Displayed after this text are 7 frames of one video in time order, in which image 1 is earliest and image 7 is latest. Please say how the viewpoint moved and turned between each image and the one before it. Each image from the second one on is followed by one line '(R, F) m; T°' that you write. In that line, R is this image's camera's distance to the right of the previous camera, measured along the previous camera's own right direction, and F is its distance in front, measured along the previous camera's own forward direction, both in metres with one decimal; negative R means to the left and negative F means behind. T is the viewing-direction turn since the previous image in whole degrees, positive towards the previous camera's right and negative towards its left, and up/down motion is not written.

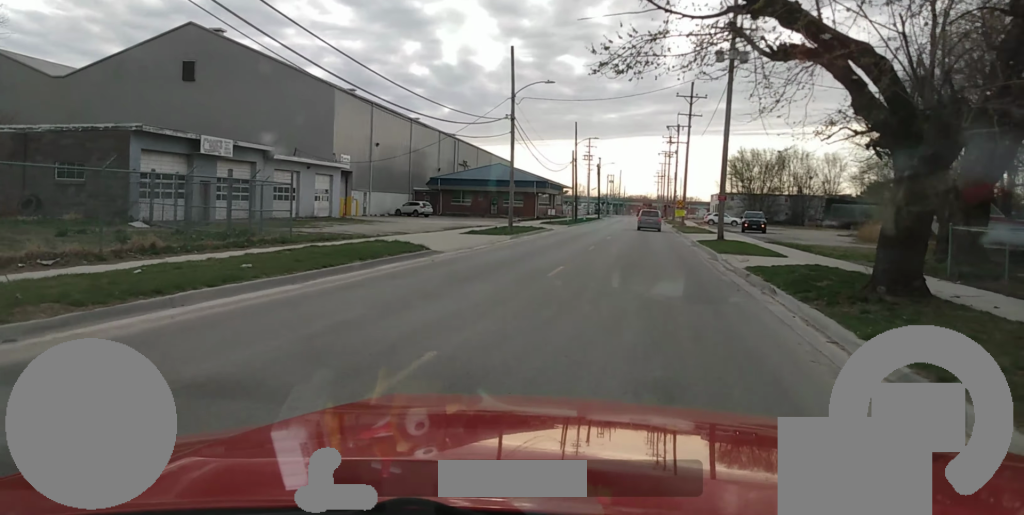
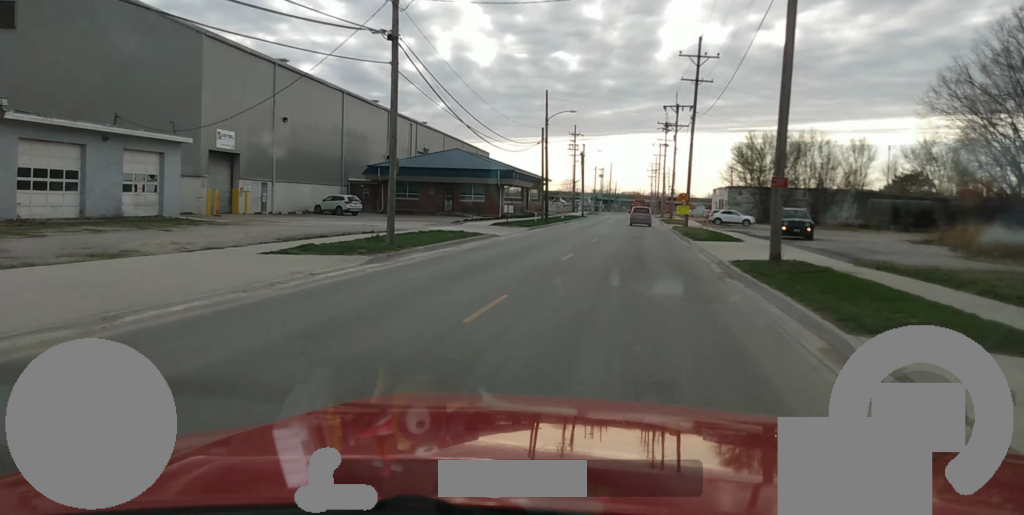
(-0.1, +19.0) m; -1°
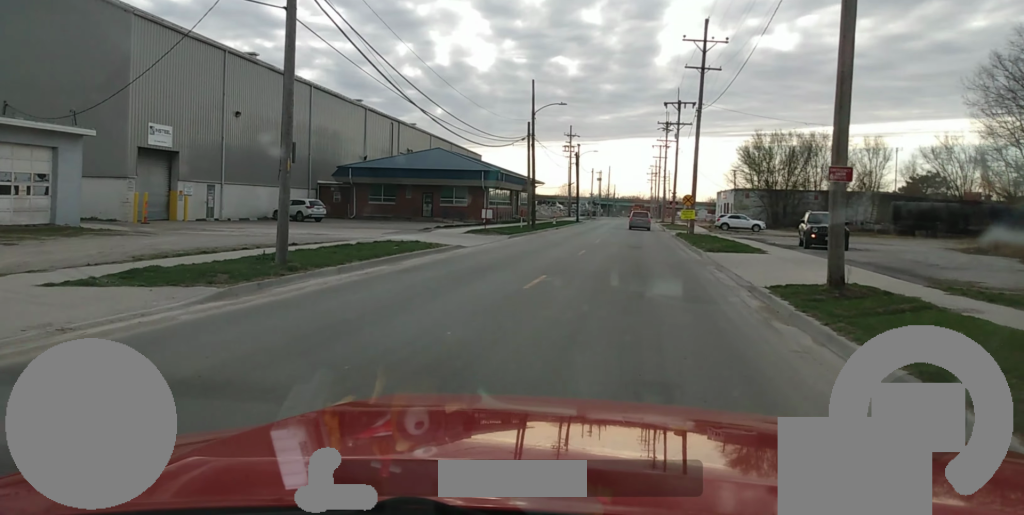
(0.0, +6.8) m; 0°
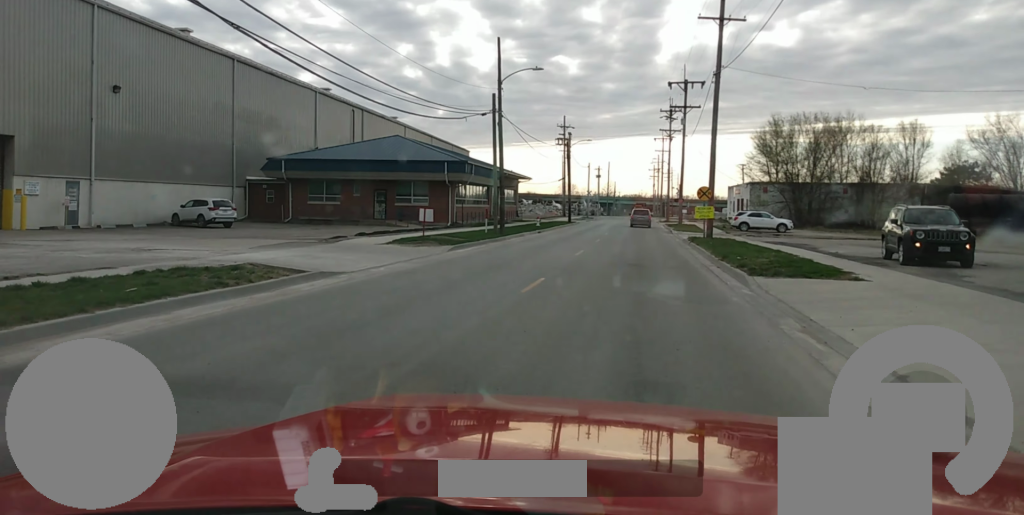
(0.0, +12.6) m; 0°
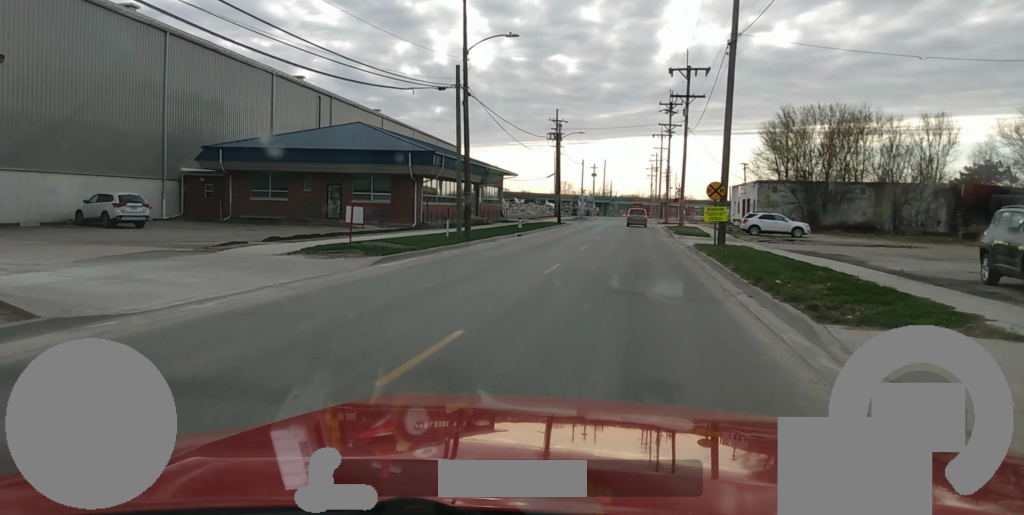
(0.0, +7.9) m; 0°
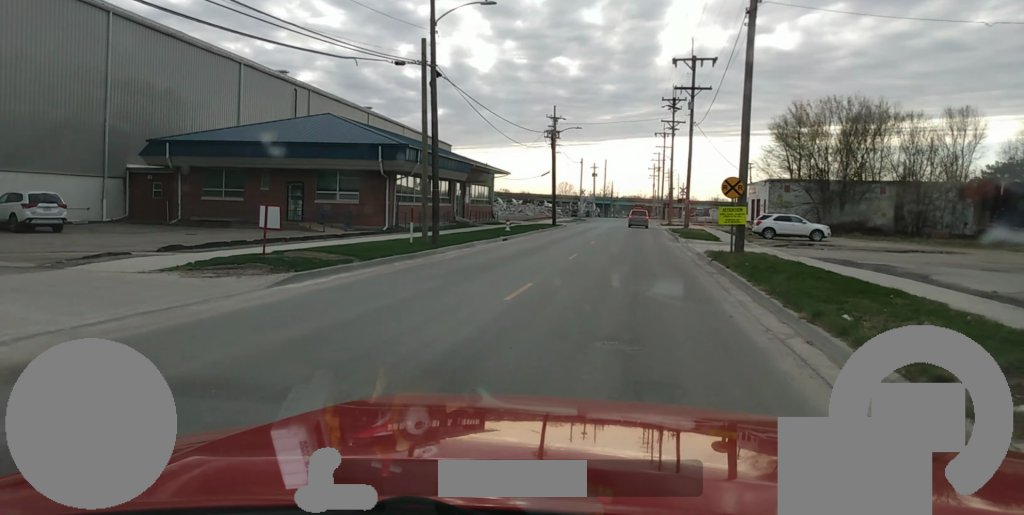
(0.0, +5.8) m; 0°
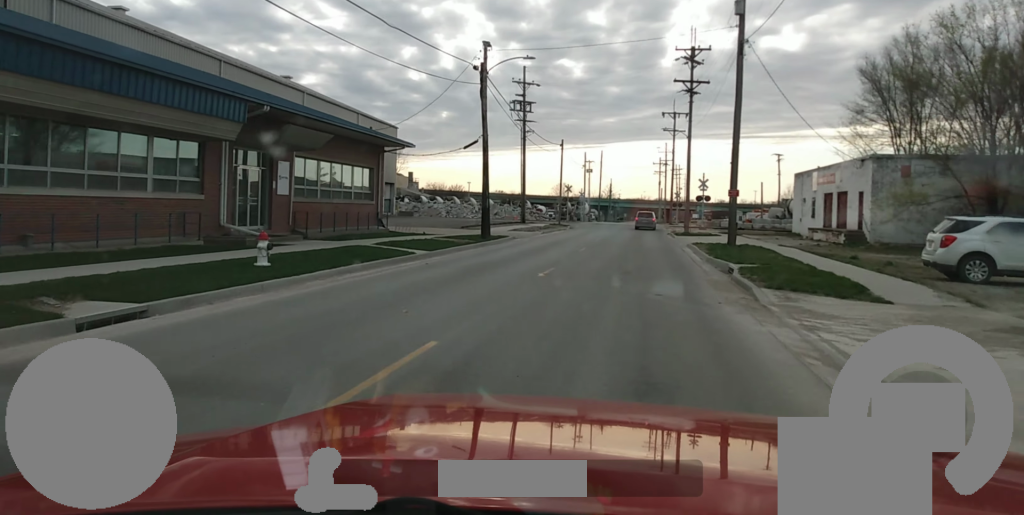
(-0.6, +32.4) m; -2°
